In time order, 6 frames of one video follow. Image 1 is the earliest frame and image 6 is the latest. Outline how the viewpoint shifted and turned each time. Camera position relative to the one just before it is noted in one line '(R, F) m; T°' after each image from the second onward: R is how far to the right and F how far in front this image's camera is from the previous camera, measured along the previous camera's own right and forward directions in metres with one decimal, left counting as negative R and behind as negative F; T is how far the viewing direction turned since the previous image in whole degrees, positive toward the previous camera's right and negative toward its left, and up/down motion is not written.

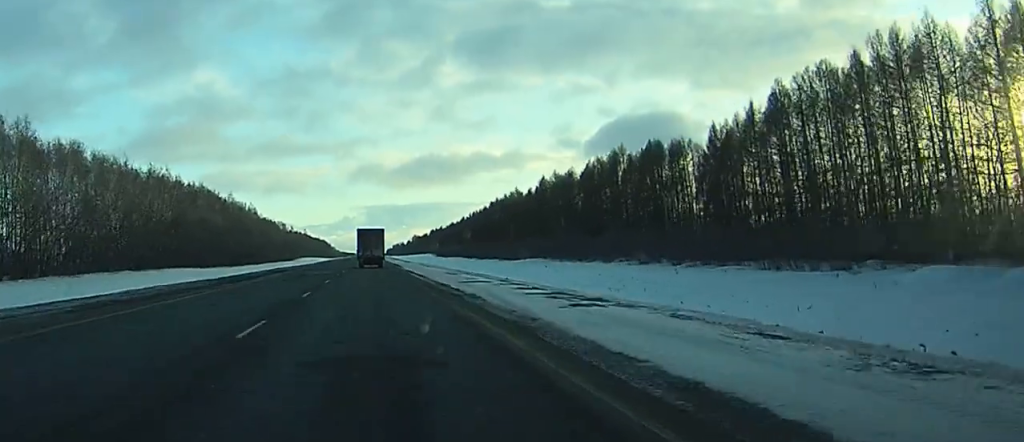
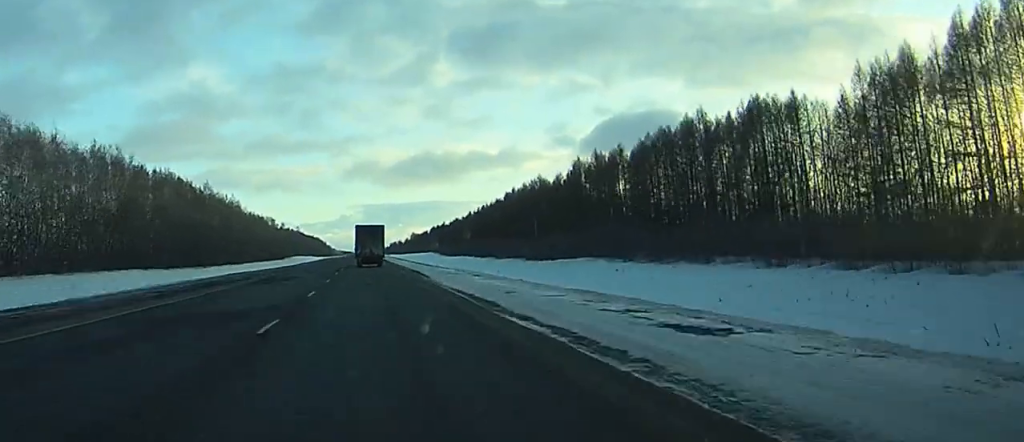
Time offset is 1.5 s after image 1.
(0.0, +35.6) m; +1°
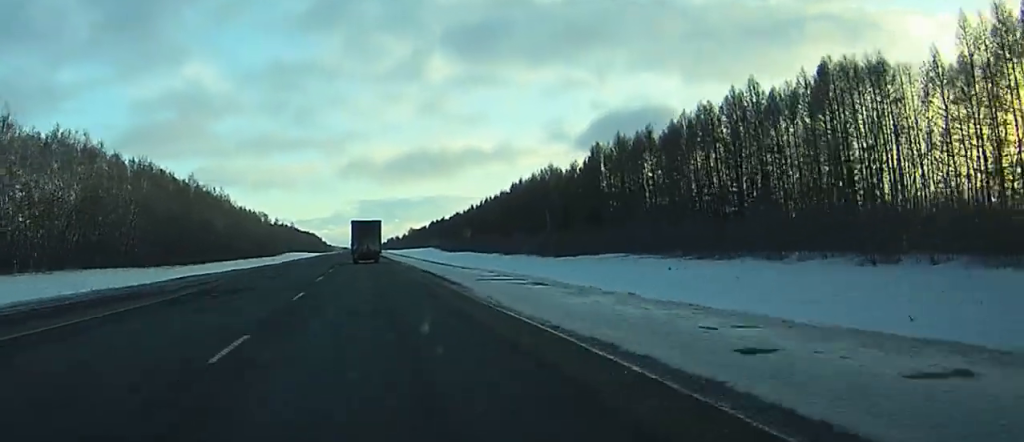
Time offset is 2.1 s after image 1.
(-0.1, +16.1) m; +1°
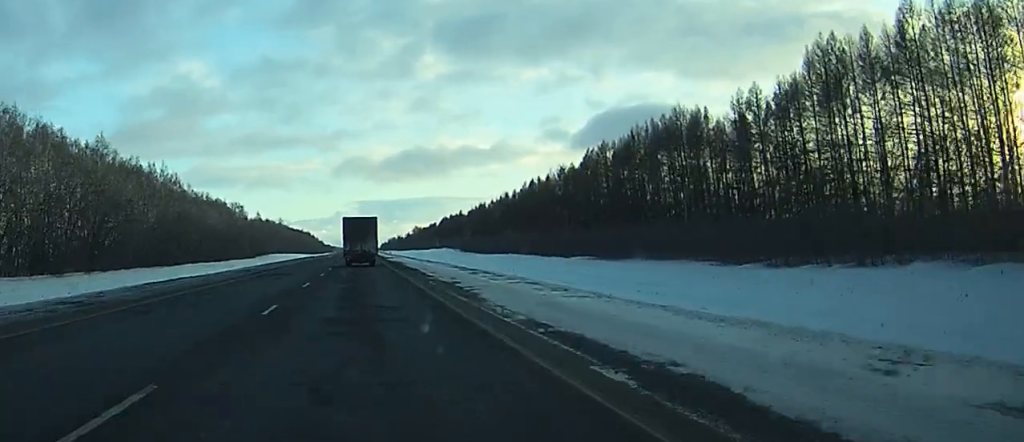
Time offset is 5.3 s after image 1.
(-1.9, +77.0) m; -1°
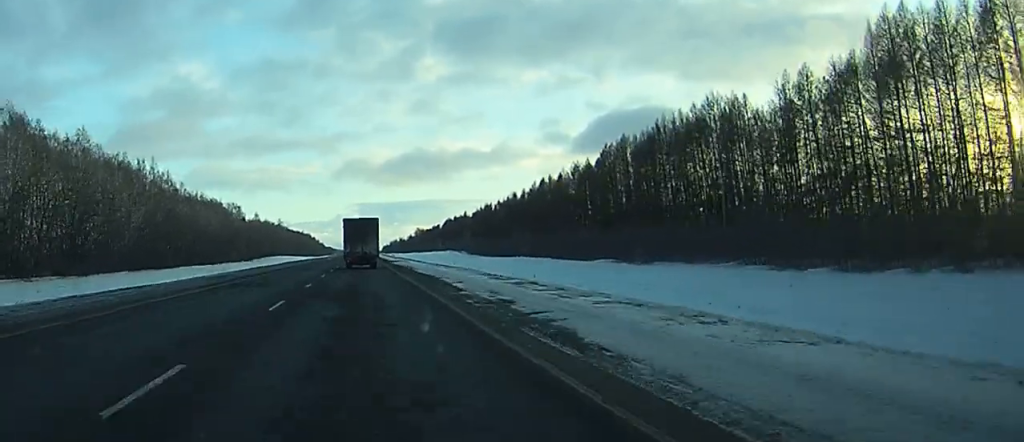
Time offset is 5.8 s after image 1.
(0.0, +10.4) m; 0°
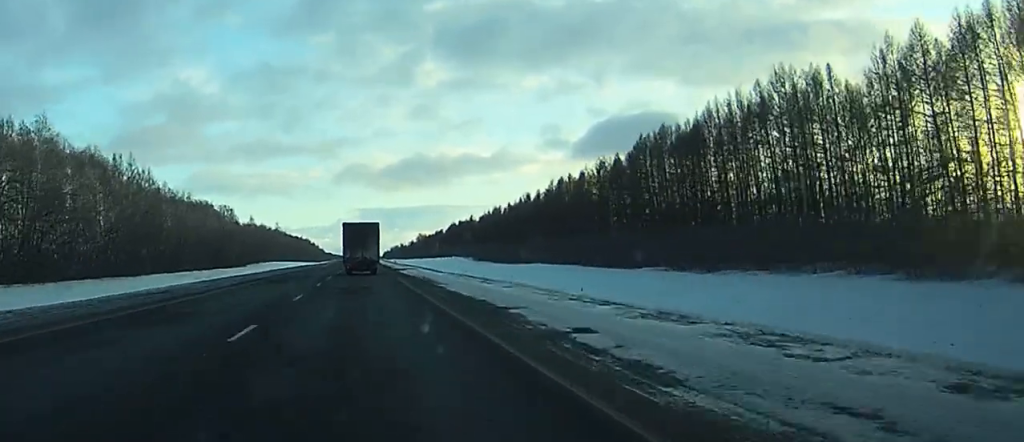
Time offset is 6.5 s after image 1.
(0.0, +17.7) m; 0°
